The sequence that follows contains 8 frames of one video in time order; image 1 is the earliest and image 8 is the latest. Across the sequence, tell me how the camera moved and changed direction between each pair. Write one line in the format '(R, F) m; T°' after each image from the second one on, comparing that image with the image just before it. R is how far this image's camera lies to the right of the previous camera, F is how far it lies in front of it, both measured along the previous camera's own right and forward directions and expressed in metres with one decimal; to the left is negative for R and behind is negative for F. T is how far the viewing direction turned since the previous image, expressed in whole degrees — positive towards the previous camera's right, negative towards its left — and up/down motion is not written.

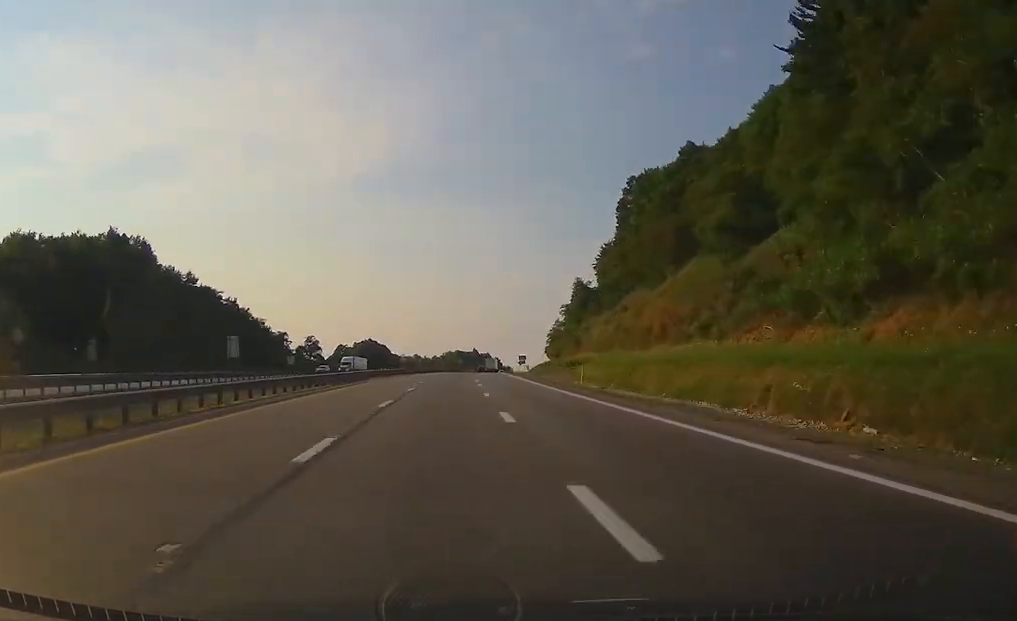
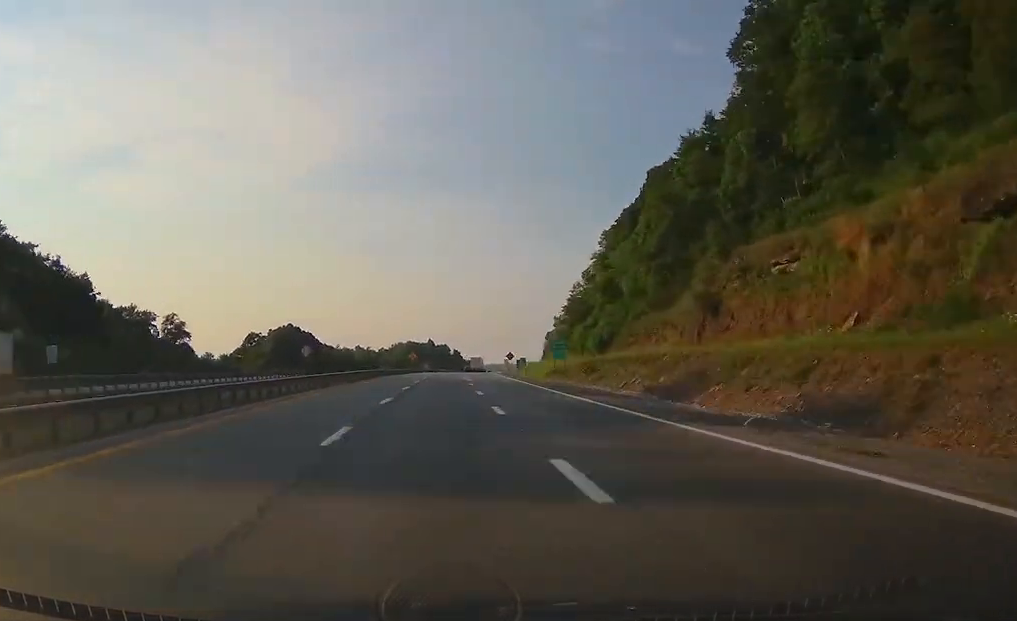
(+2.6, +84.8) m; +3°
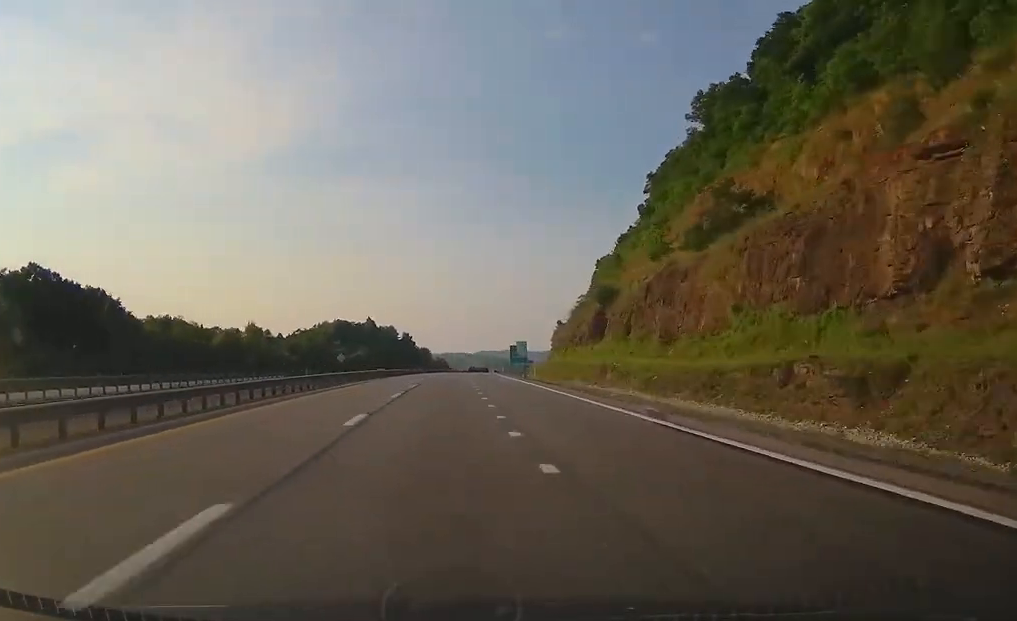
(+5.1, +130.9) m; +4°
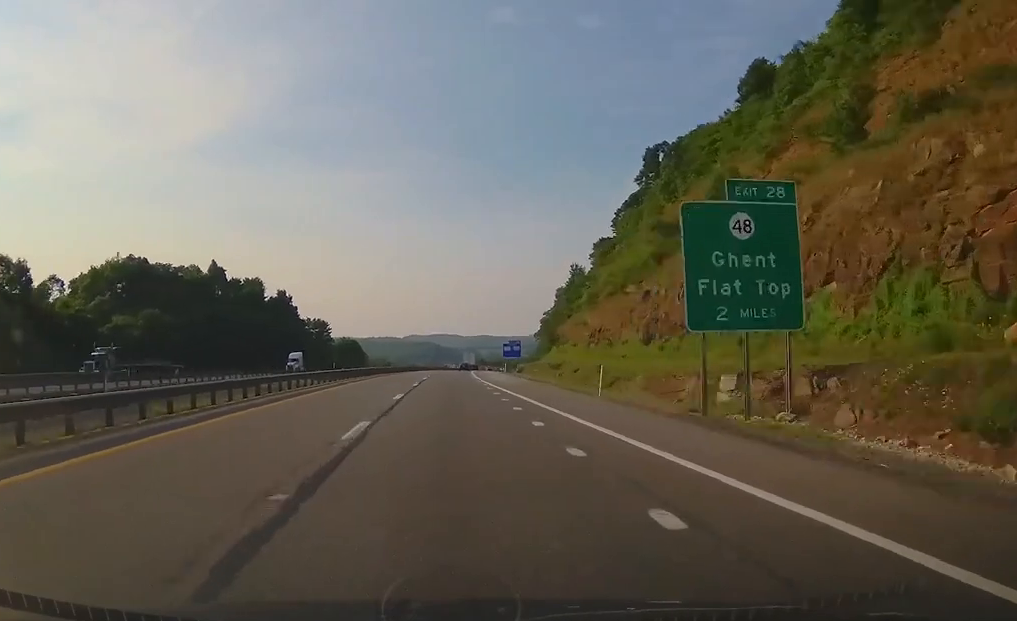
(+7.1, +149.2) m; +5°
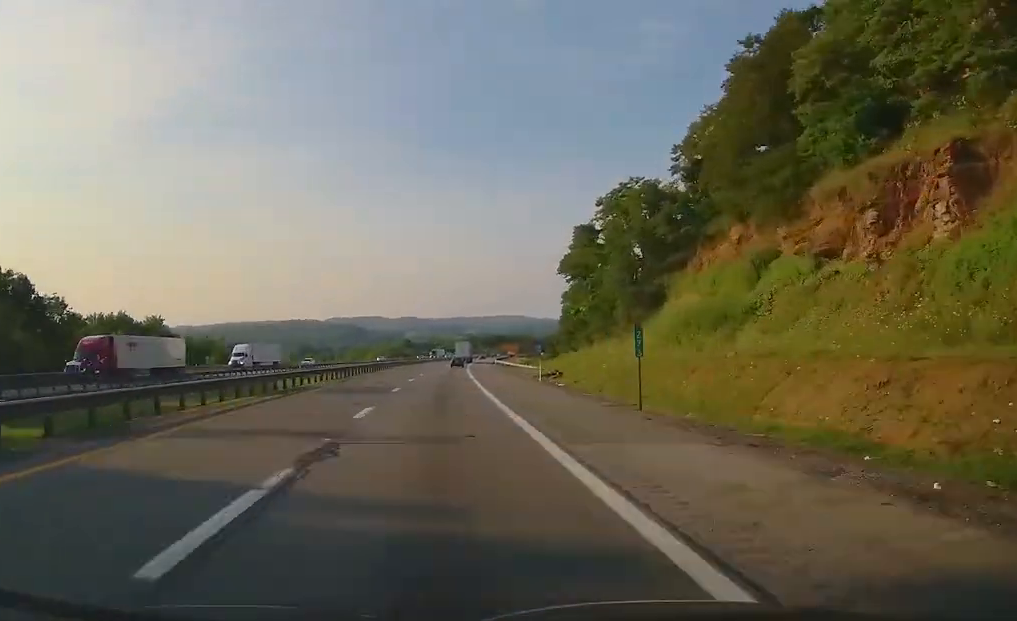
(+9.0, +158.8) m; +6°
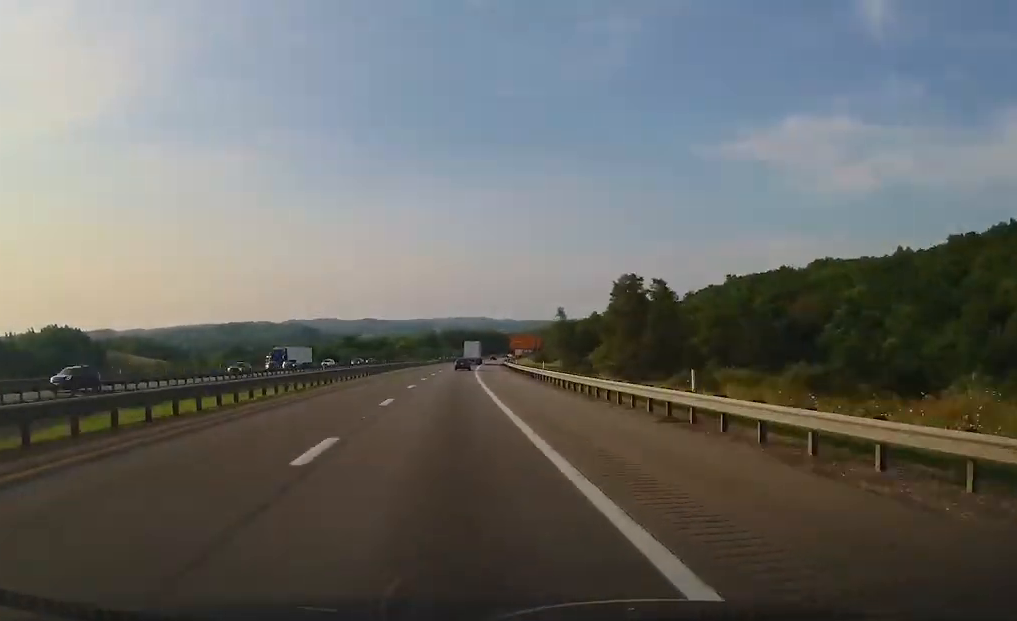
(+4.7, +119.8) m; +4°
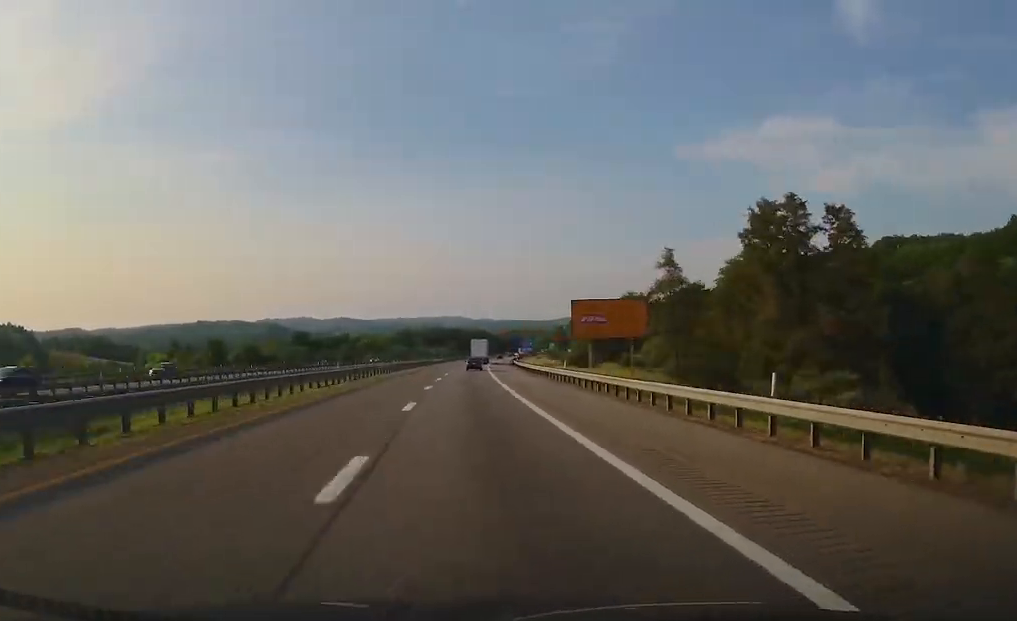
(+0.4, +71.6) m; +2°
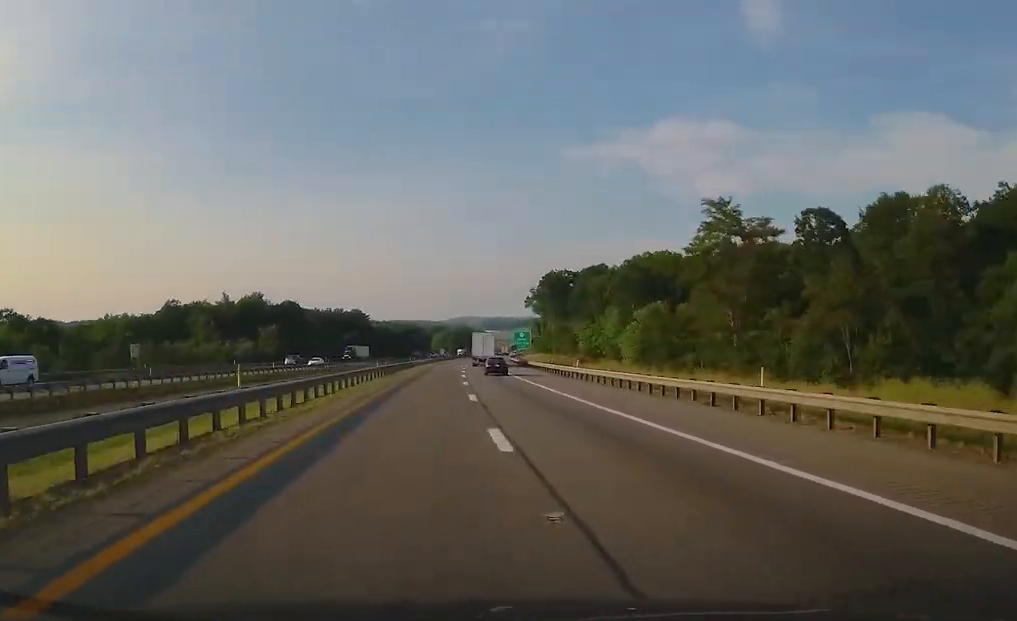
(+18.0, +245.6) m; +8°
